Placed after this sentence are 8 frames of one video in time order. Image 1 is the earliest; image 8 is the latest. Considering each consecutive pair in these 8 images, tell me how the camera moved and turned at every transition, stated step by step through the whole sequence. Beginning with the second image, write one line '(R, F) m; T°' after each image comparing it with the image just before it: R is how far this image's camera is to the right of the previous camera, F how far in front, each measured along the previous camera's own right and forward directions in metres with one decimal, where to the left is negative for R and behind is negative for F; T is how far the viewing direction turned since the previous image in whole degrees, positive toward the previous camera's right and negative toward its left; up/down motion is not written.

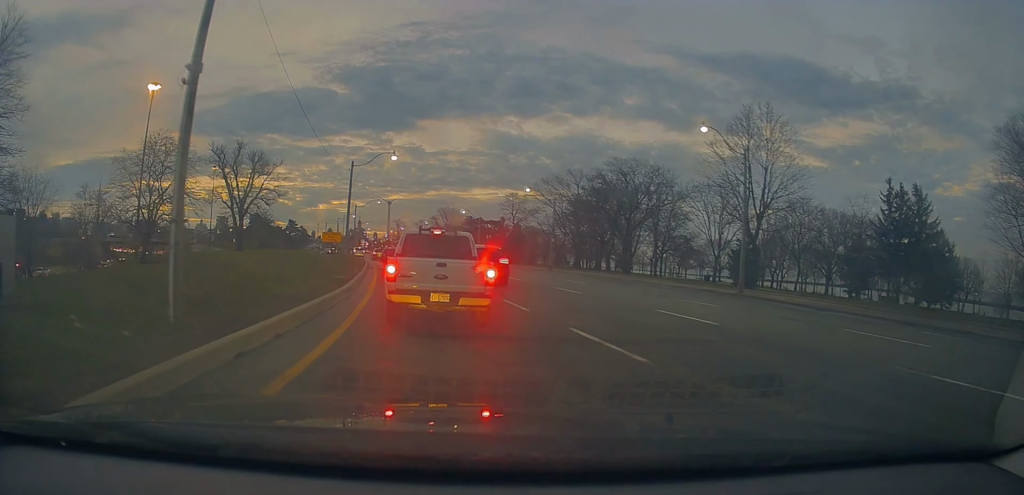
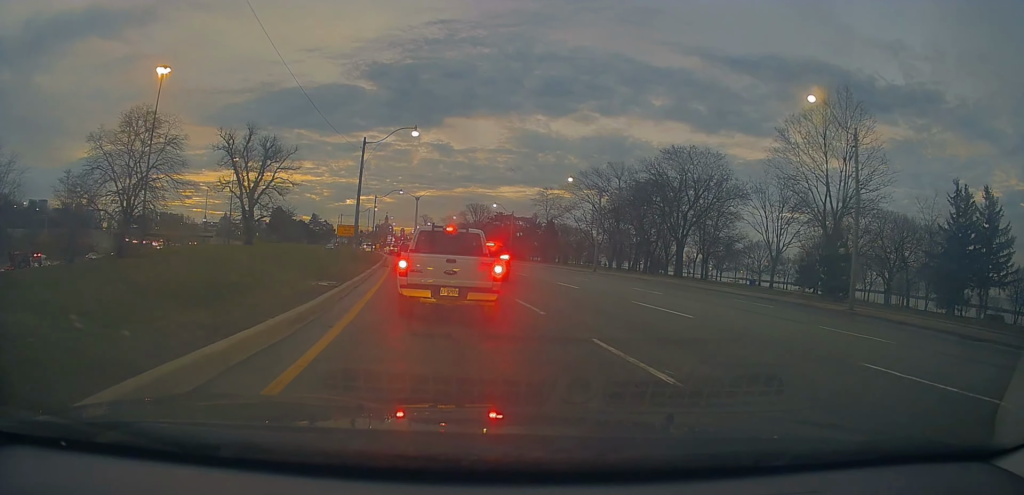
(-0.1, +8.6) m; -2°
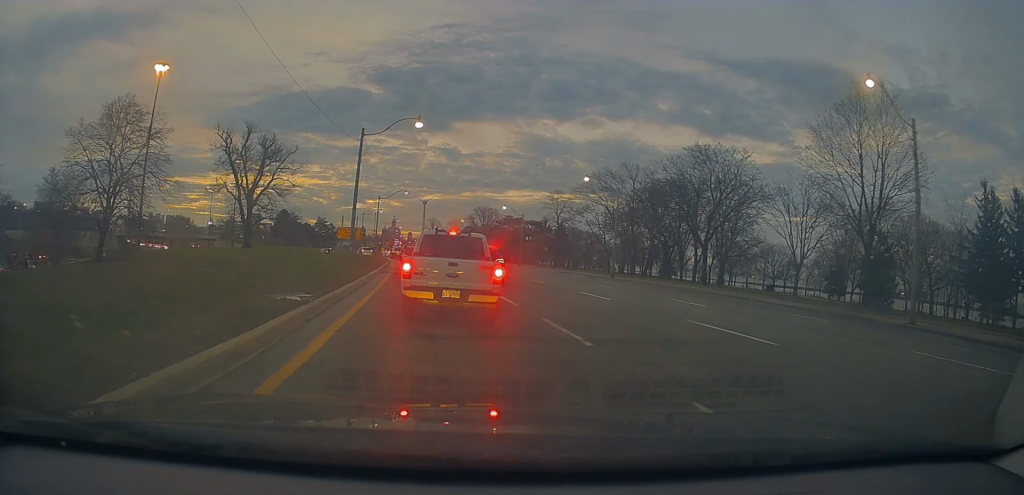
(0.0, +3.8) m; -2°
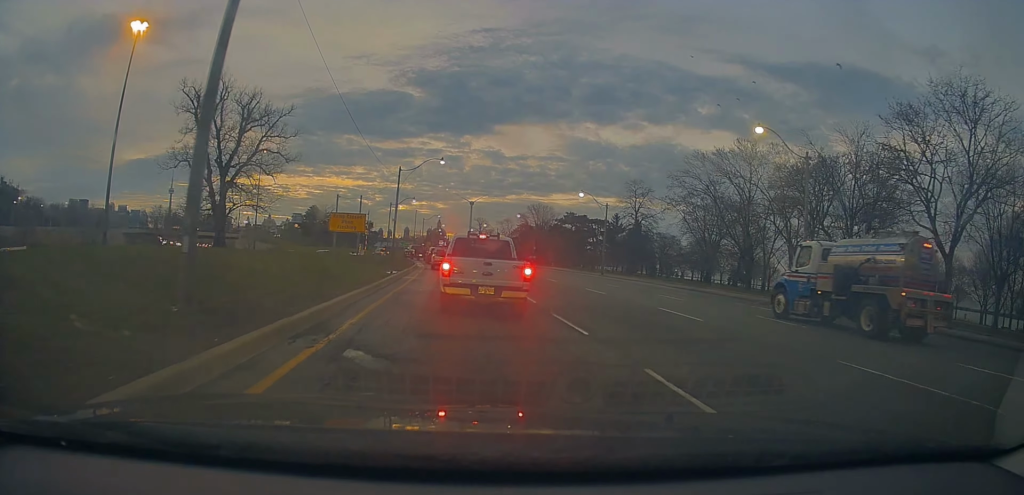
(-1.1, +23.1) m; -3°
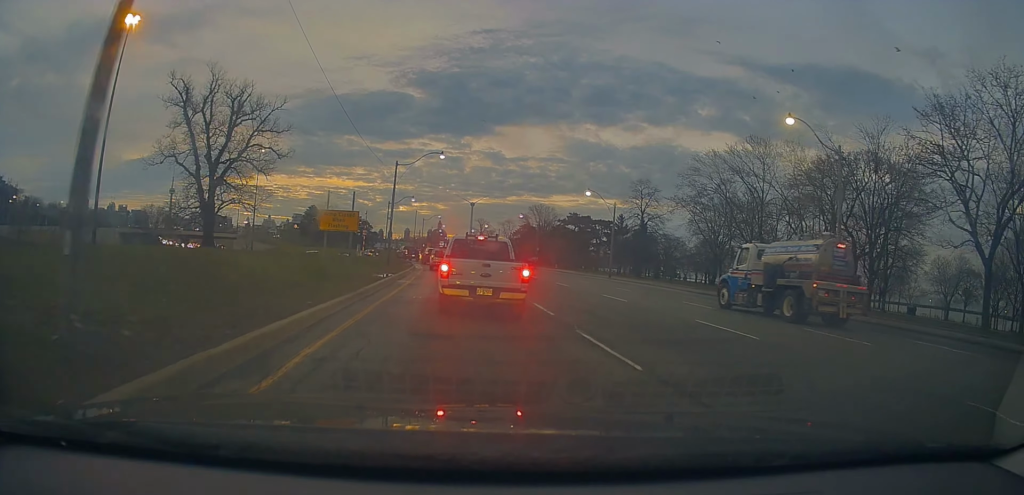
(+0.2, +2.9) m; -3°
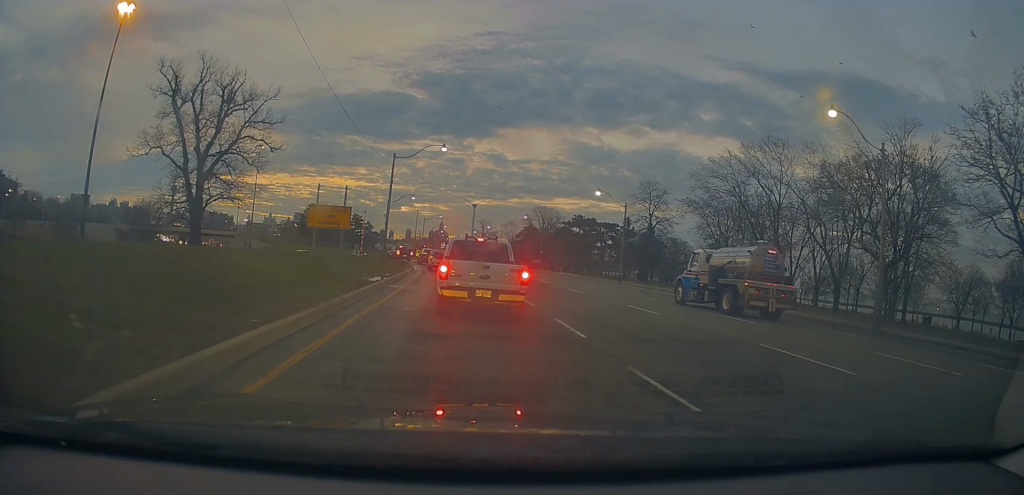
(-0.1, +3.1) m; -2°
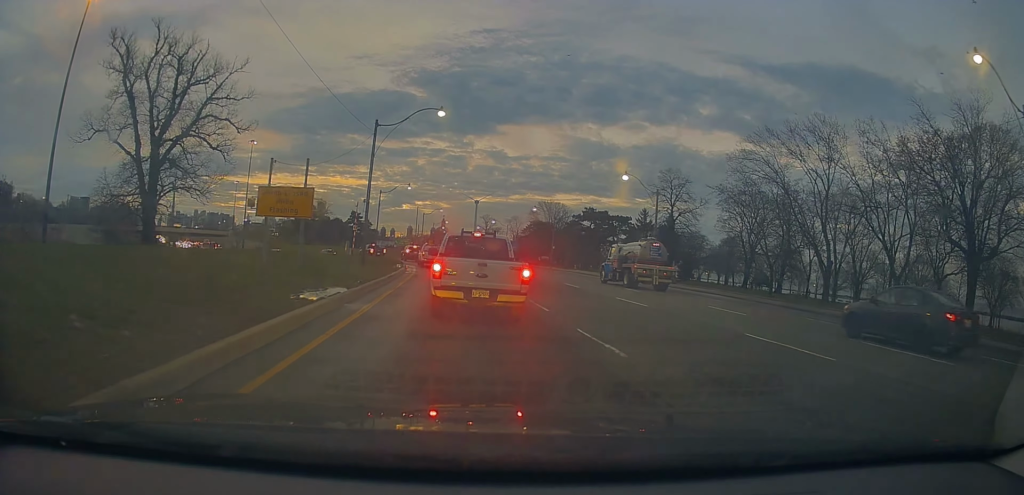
(-0.4, +8.4) m; +1°
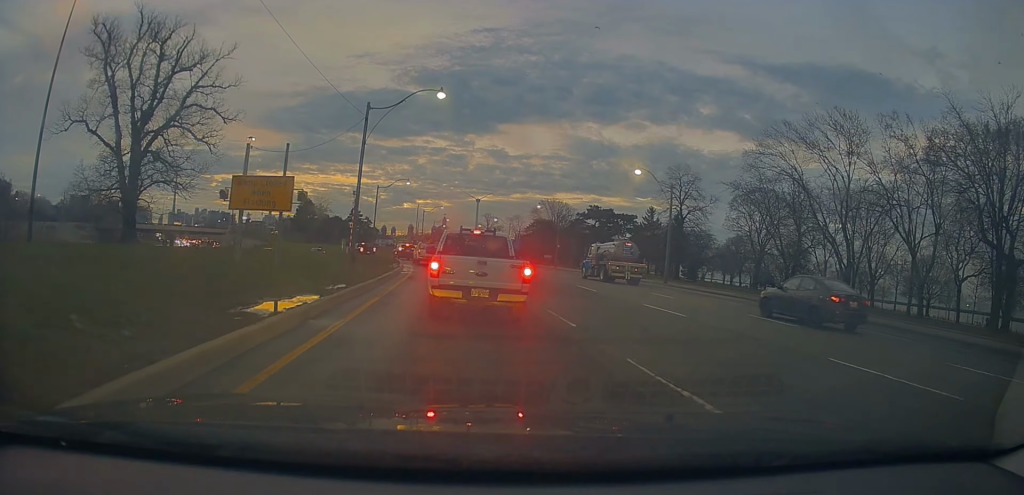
(+0.3, +3.1) m; +2°
